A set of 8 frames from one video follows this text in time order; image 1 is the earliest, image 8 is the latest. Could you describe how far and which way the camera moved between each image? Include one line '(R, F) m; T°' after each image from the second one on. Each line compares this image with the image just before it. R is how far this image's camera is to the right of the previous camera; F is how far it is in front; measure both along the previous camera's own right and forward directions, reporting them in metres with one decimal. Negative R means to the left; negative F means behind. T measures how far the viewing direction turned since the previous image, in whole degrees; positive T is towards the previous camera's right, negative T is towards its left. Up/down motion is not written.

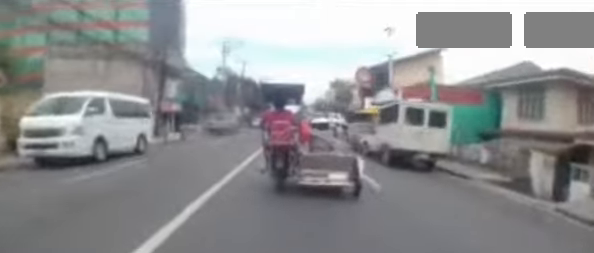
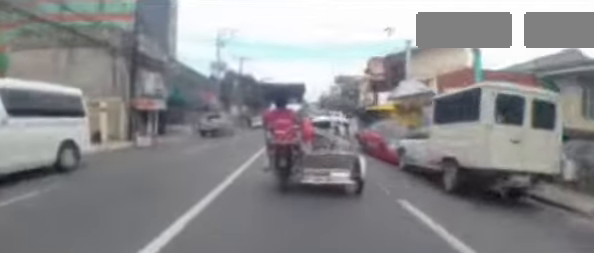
(-0.2, +3.6) m; -3°
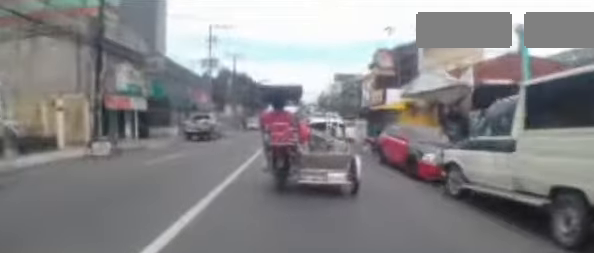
(-0.1, +2.8) m; -2°
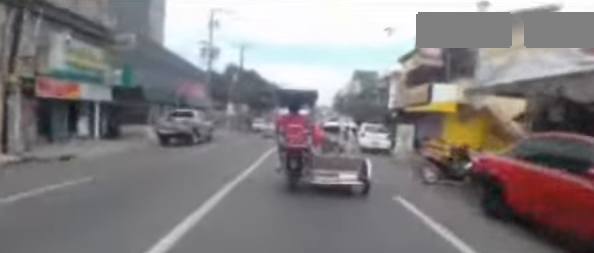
(-0.1, +5.7) m; 0°
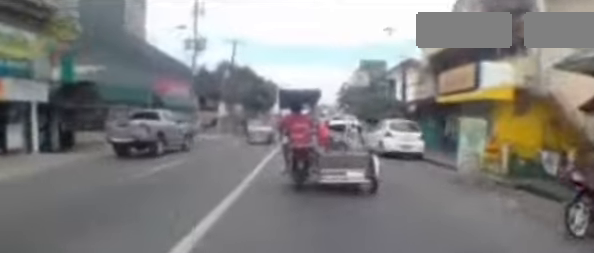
(+0.1, +4.3) m; +3°
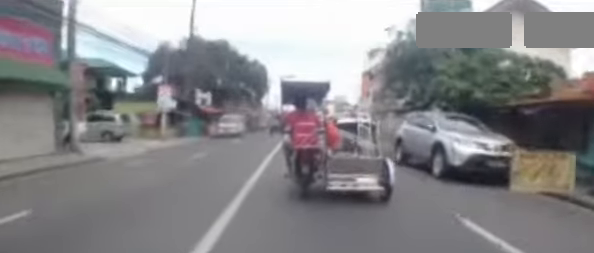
(+0.5, +15.5) m; -3°
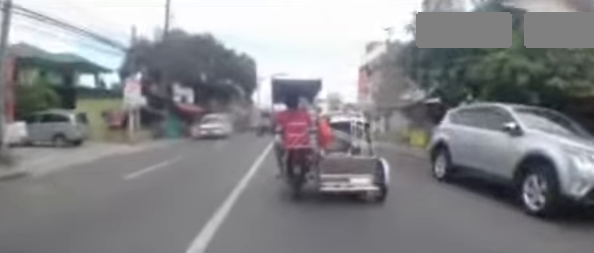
(-0.1, +3.3) m; +2°
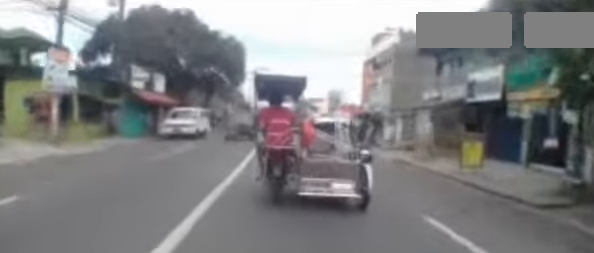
(+0.2, +5.6) m; +3°
